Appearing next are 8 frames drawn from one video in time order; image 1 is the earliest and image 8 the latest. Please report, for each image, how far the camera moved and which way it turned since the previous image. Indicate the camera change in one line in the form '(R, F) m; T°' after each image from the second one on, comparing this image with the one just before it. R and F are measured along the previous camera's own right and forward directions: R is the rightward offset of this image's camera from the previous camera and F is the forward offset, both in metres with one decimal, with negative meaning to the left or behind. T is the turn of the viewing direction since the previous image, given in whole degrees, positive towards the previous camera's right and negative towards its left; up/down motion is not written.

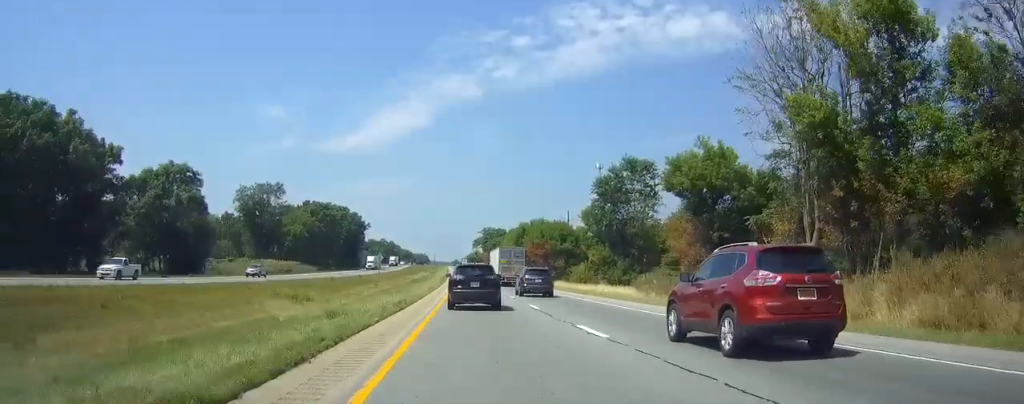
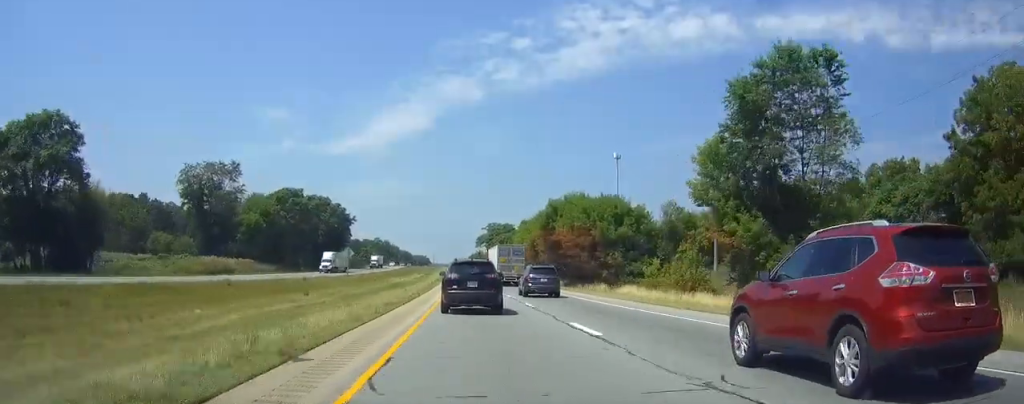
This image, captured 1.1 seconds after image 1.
(-0.1, +36.7) m; 0°
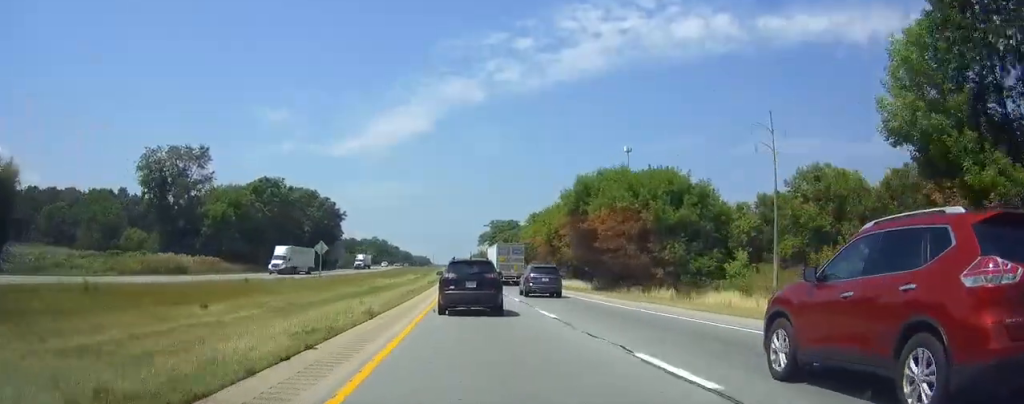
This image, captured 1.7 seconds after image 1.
(0.0, +19.0) m; 0°
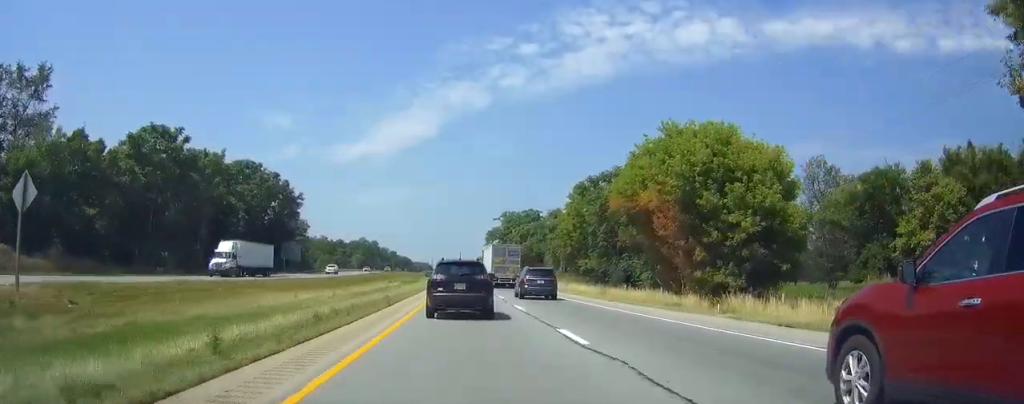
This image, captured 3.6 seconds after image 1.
(-0.2, +56.9) m; 0°
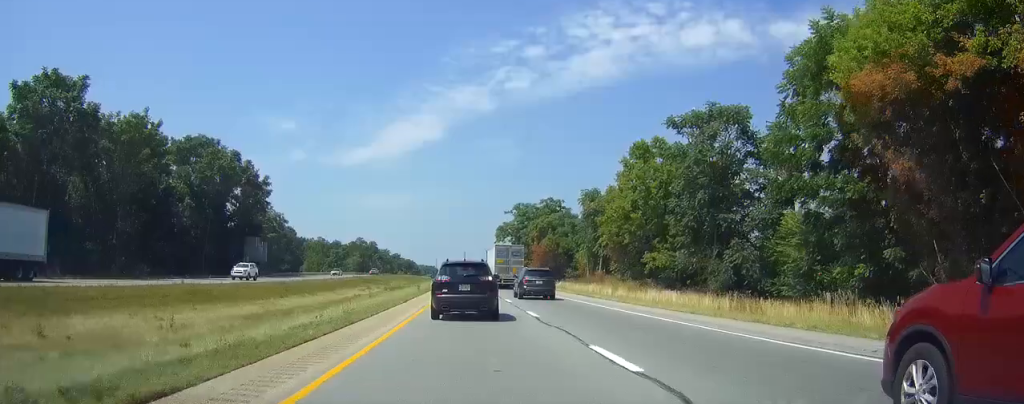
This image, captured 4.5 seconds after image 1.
(0.0, +28.4) m; 0°
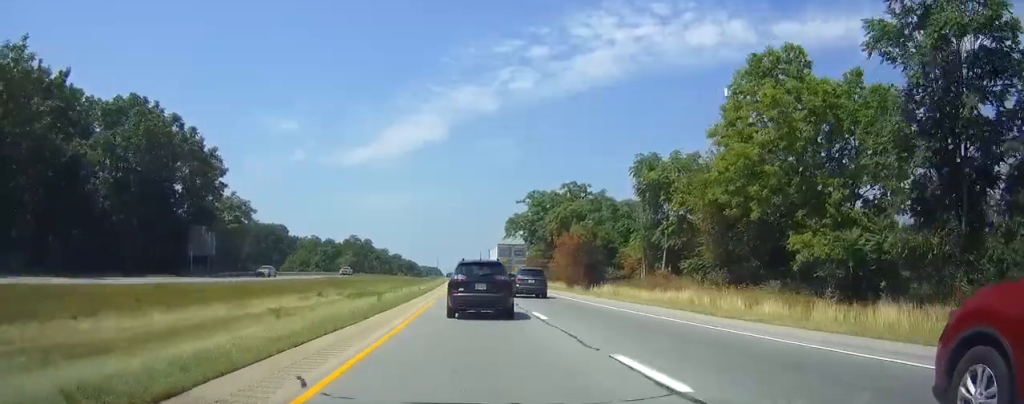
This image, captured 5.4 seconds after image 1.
(-0.1, +26.1) m; 0°
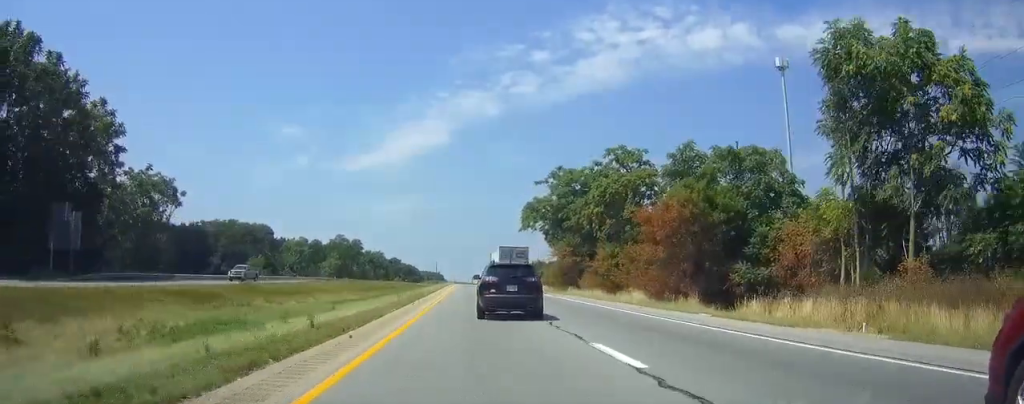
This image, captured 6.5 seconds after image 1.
(-0.2, +35.0) m; 0°
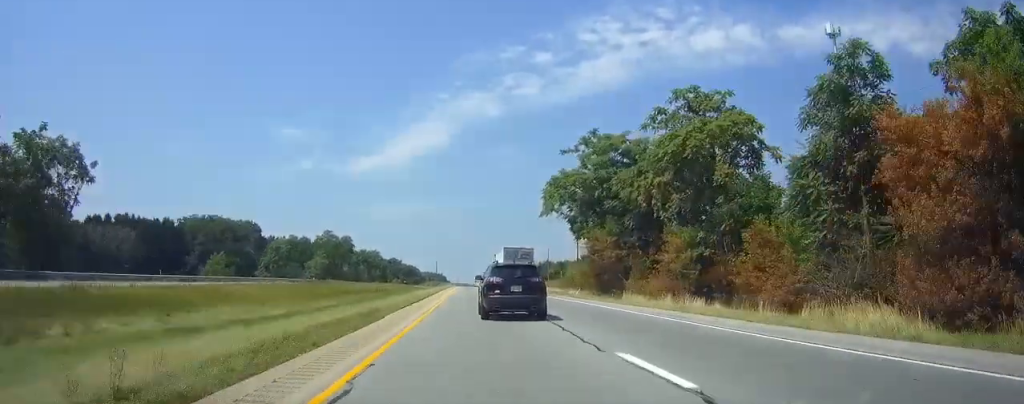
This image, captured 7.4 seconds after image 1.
(0.0, +25.9) m; 0°
